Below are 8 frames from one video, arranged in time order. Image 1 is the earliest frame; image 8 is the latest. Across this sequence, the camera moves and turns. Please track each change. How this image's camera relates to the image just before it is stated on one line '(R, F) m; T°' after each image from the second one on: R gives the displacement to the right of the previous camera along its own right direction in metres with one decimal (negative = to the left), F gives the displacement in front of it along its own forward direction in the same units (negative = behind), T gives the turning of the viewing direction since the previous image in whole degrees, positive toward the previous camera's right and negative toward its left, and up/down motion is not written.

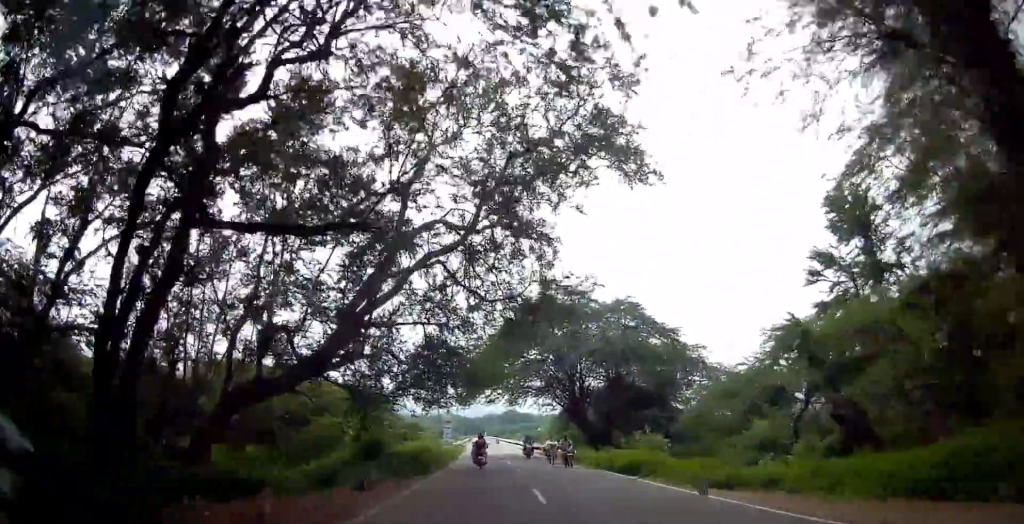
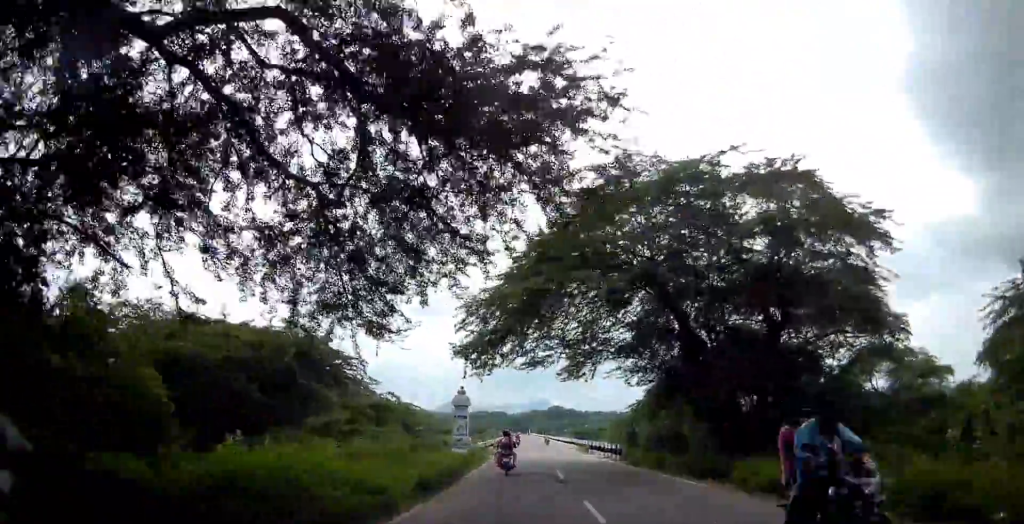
(-1.6, +21.0) m; -9°
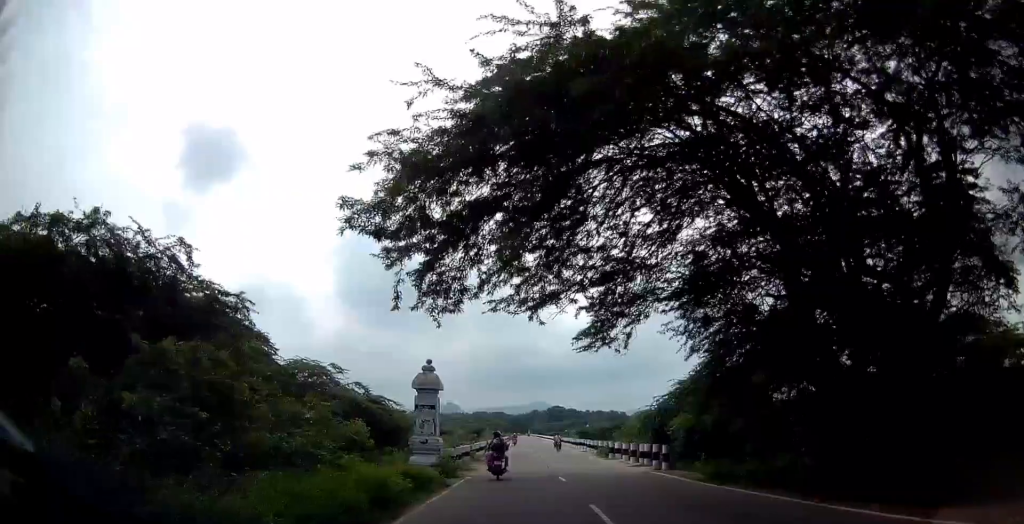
(-0.2, +10.3) m; +1°
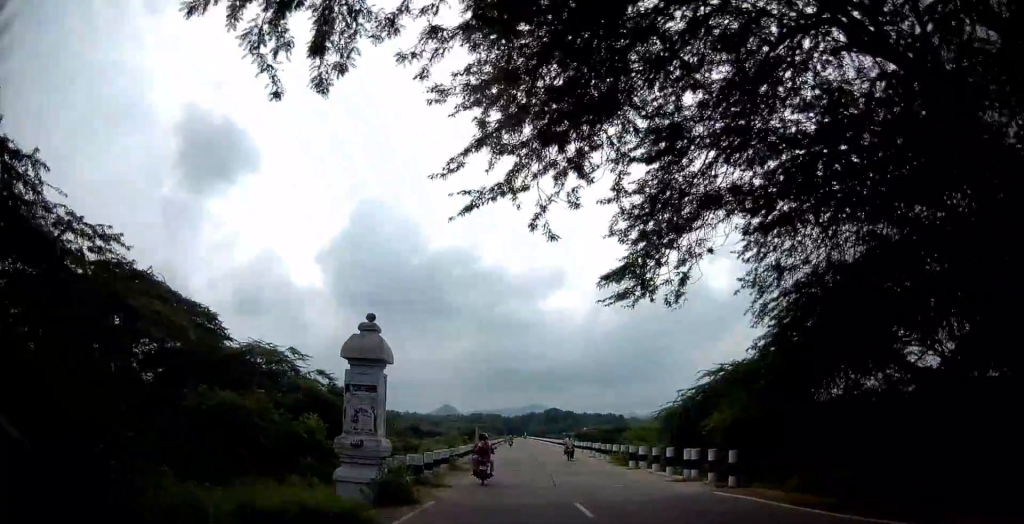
(+0.2, +7.3) m; +2°
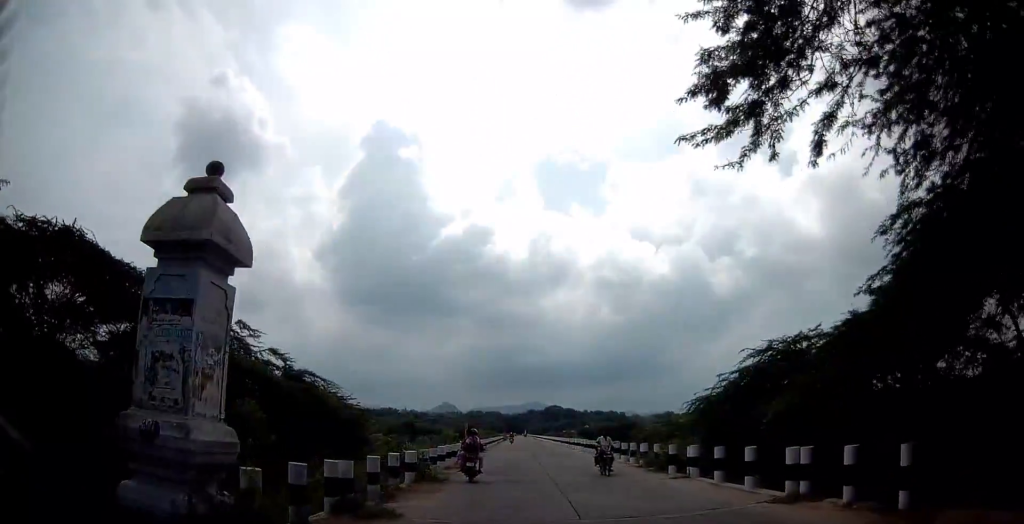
(+0.2, +7.1) m; 0°
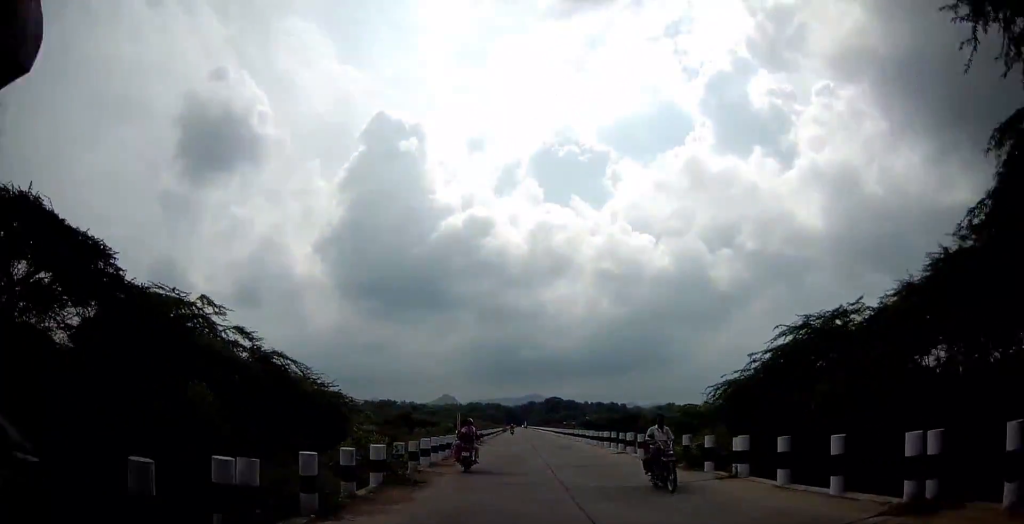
(-0.1, +3.8) m; -1°
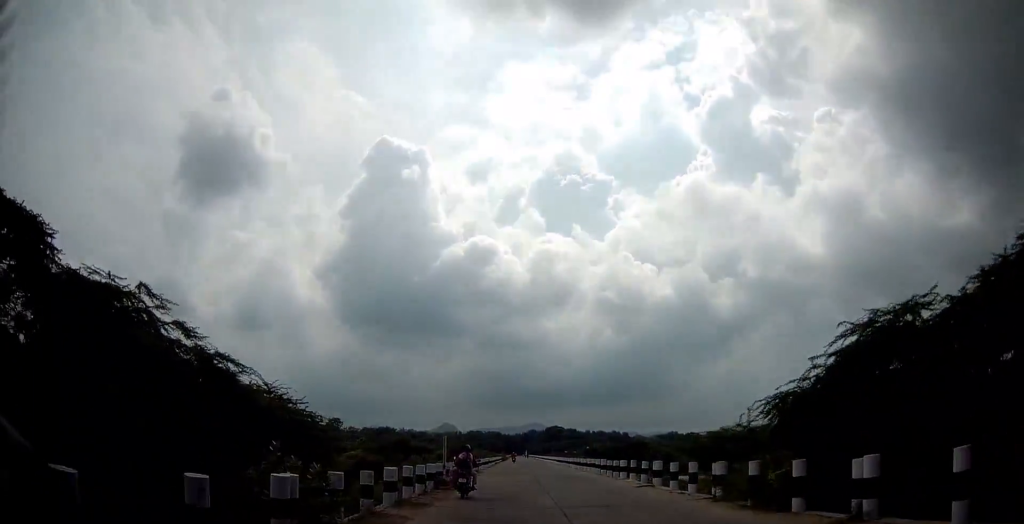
(-0.1, +5.3) m; -1°
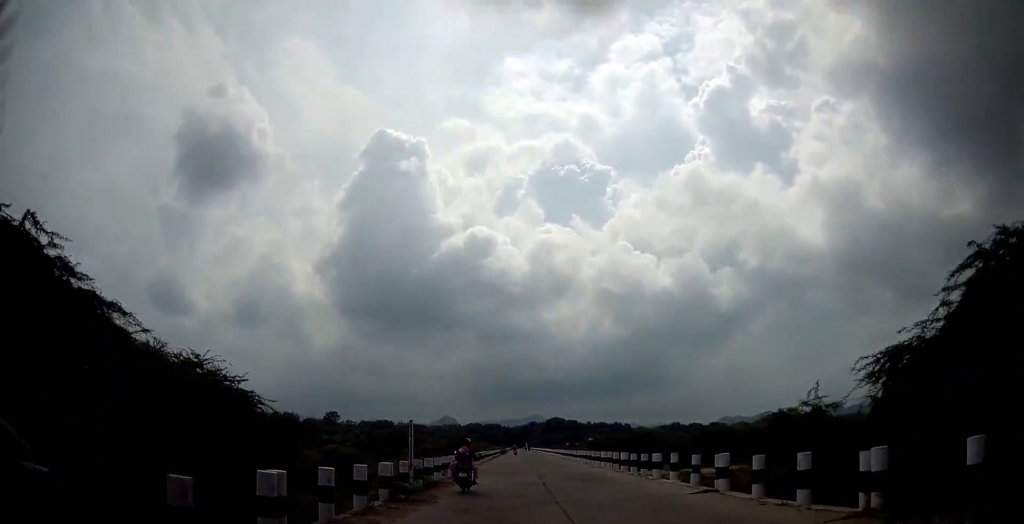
(0.0, +7.2) m; -1°
